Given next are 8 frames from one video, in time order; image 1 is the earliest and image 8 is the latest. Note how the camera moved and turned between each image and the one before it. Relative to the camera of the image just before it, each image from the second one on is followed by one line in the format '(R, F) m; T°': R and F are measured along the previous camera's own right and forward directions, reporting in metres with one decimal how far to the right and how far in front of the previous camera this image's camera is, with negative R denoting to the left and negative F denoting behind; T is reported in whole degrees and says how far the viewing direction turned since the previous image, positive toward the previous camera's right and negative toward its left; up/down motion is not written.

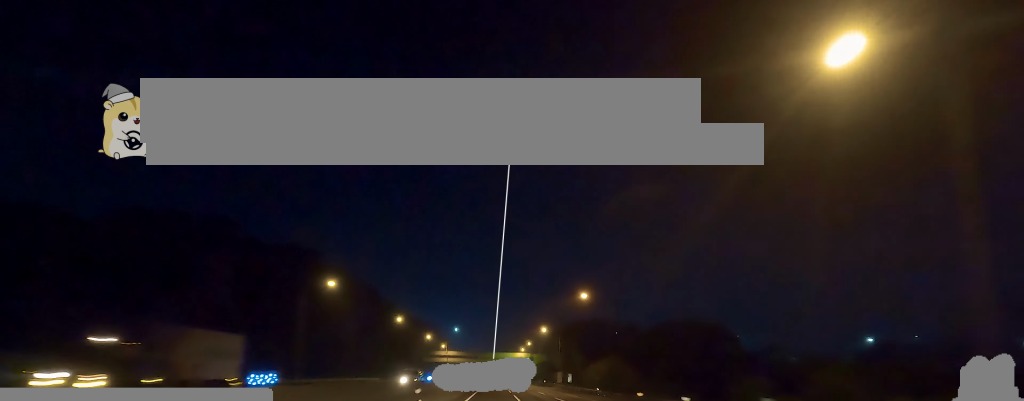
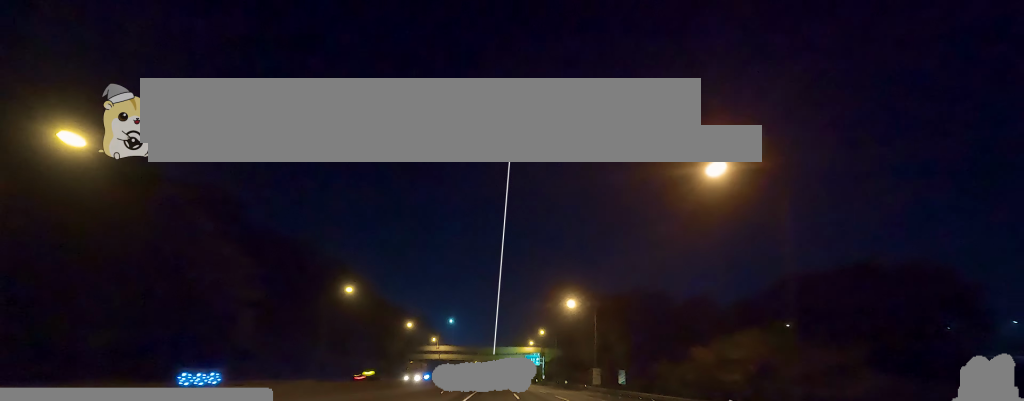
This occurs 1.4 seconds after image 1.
(+0.6, +40.9) m; +1°
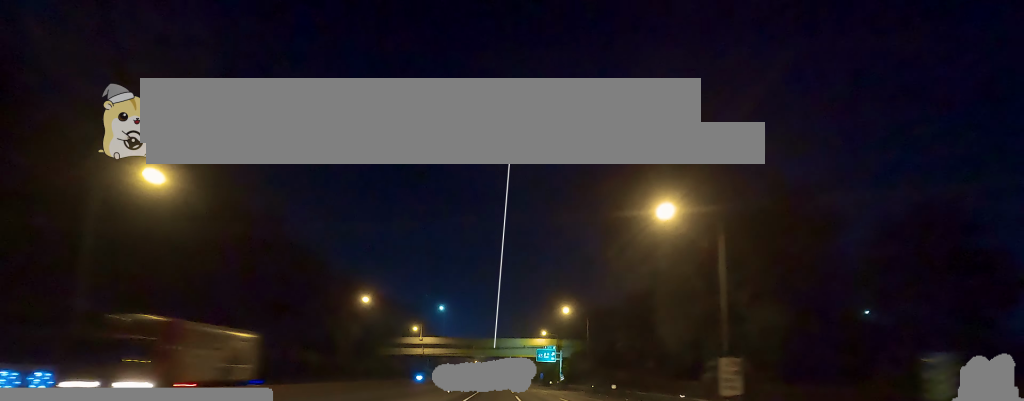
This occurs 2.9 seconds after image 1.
(0.0, +43.4) m; 0°
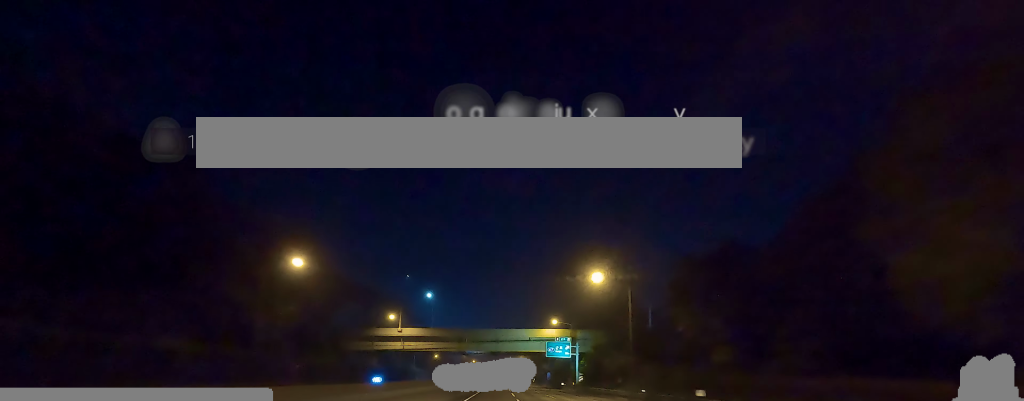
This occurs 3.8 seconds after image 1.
(0.0, +27.7) m; 0°
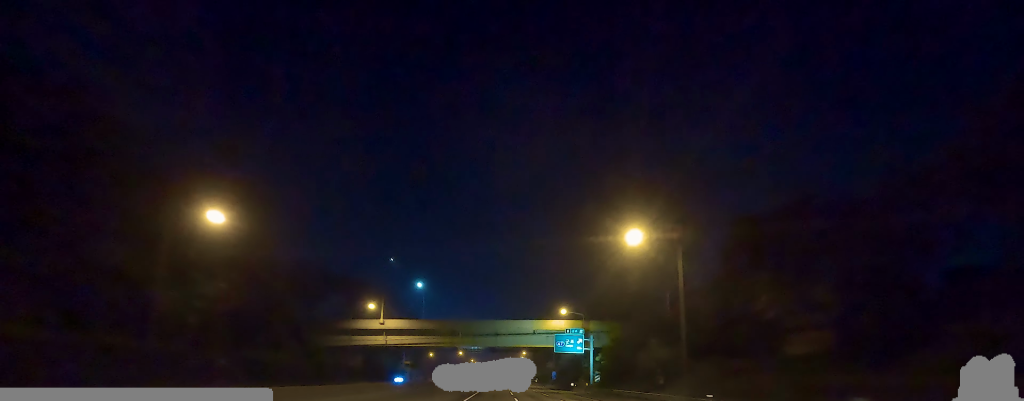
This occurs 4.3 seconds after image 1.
(0.0, +15.8) m; 0°
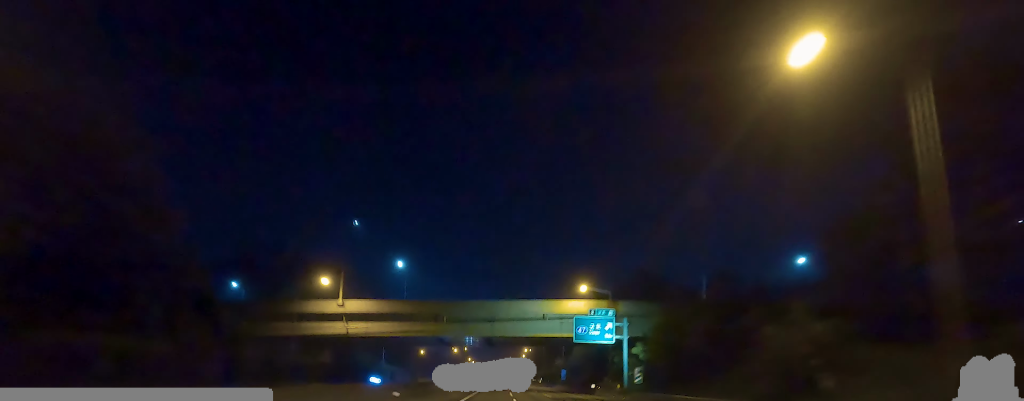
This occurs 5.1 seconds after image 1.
(0.0, +22.8) m; 0°
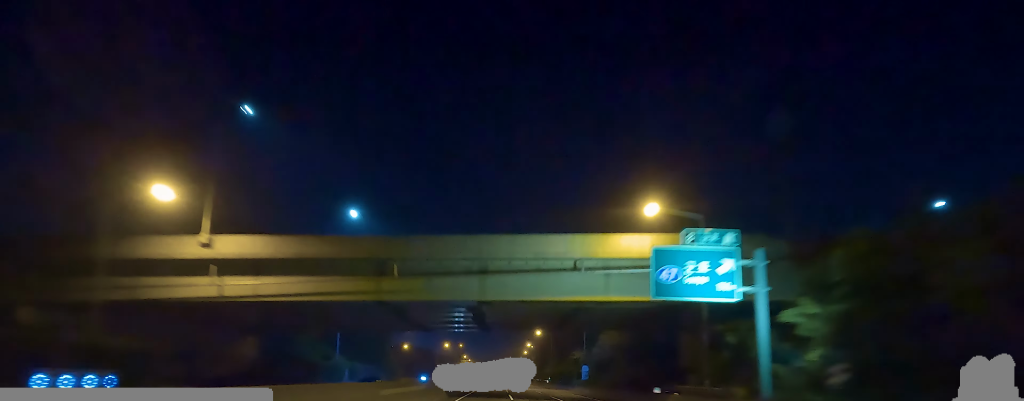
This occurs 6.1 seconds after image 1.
(0.0, +30.9) m; 0°
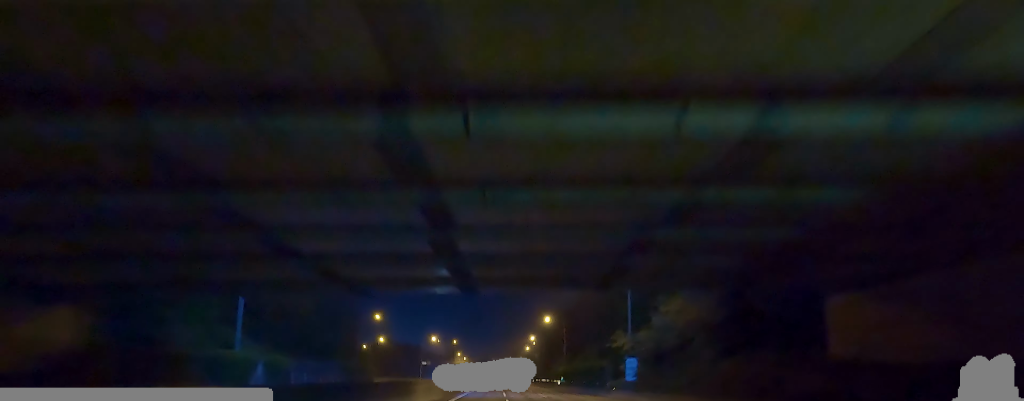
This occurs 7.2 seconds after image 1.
(0.0, +30.7) m; 0°
